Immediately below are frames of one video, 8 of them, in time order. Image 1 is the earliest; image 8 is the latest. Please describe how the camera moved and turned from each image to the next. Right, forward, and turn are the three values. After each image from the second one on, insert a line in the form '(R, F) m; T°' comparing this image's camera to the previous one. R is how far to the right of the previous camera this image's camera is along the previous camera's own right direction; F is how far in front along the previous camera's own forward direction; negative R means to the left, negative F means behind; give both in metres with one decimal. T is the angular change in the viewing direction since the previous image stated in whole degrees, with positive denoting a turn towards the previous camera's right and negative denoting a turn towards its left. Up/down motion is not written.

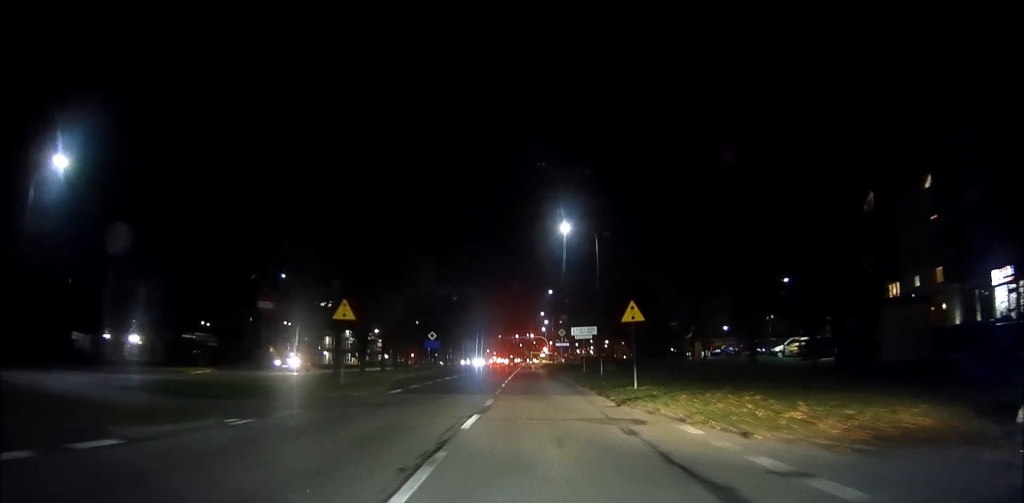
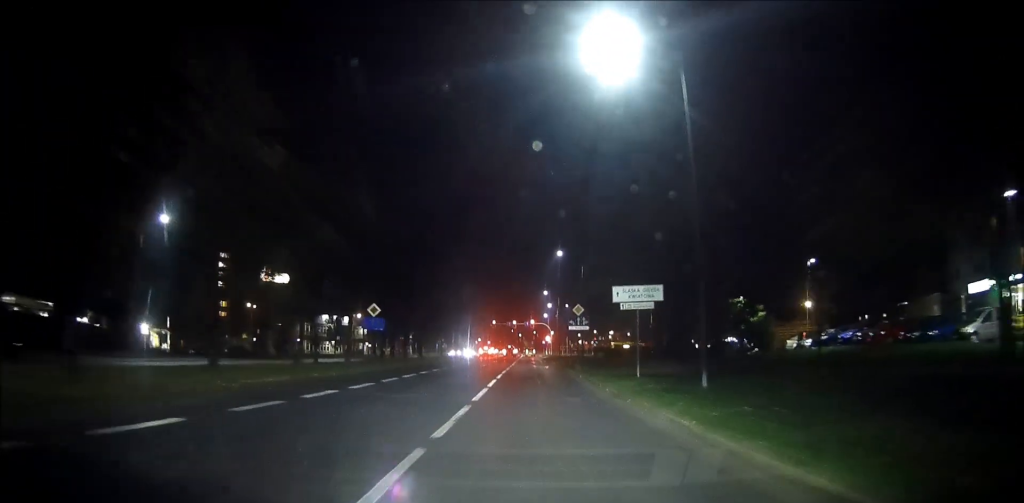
(+0.5, +20.9) m; +2°
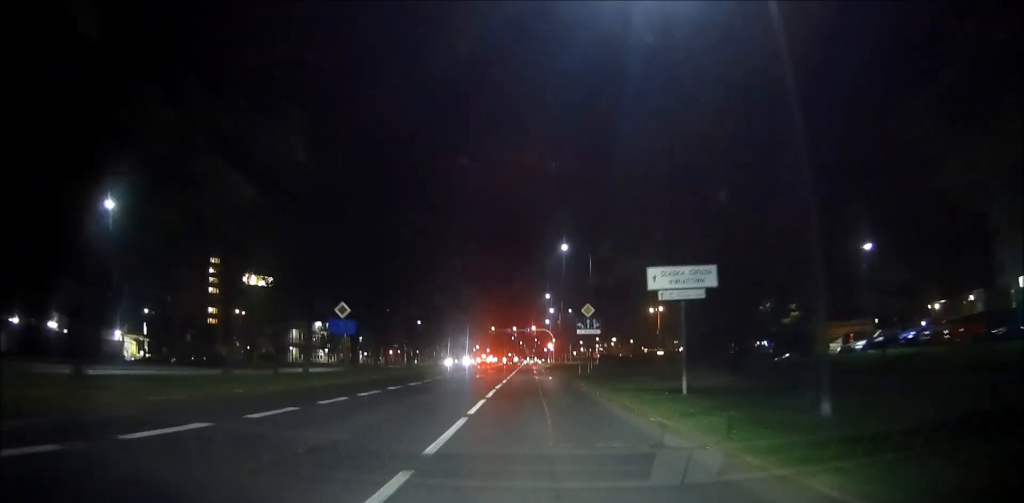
(0.0, +5.9) m; 0°
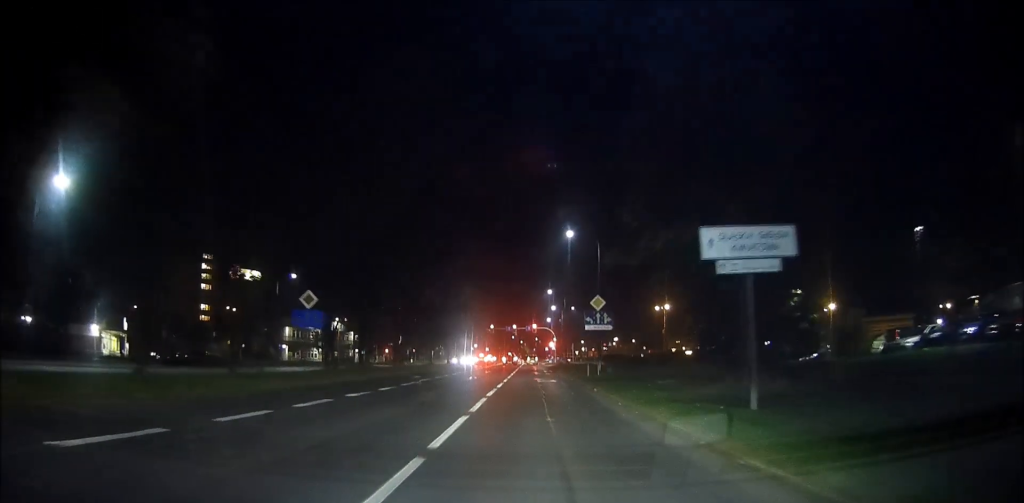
(0.0, +4.4) m; 0°
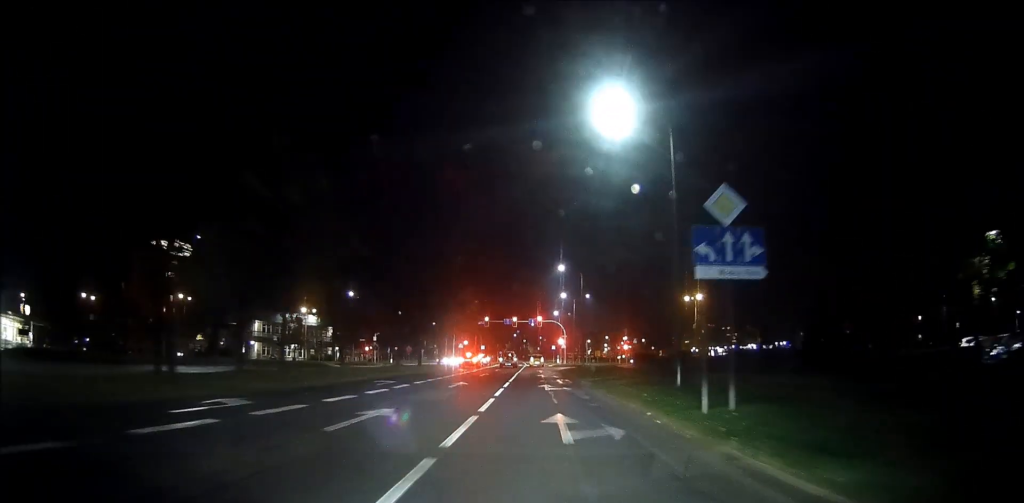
(0.0, +18.4) m; 0°
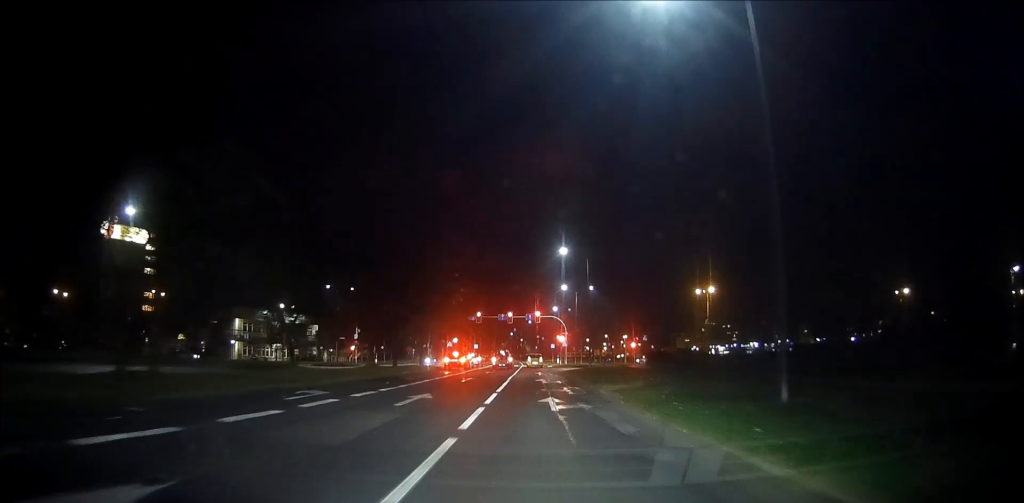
(0.0, +7.9) m; 0°
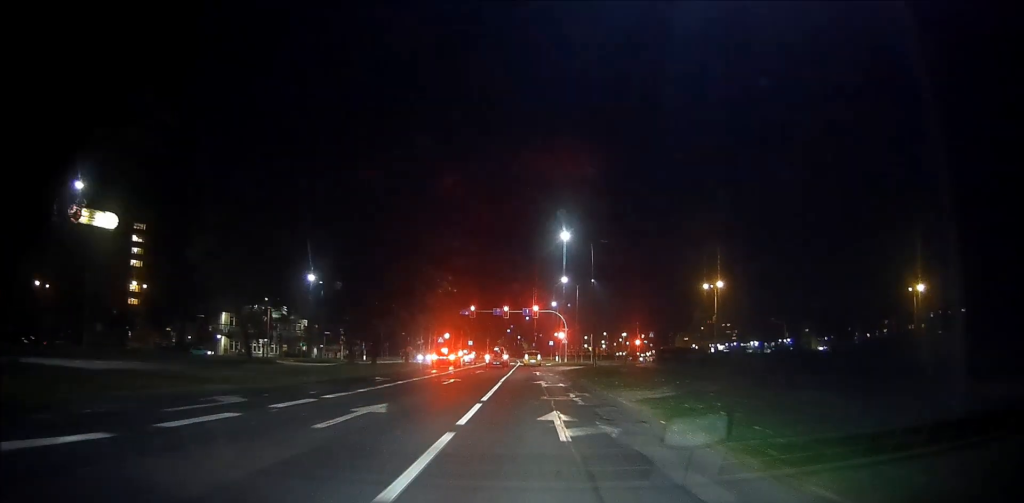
(0.0, +4.9) m; 0°
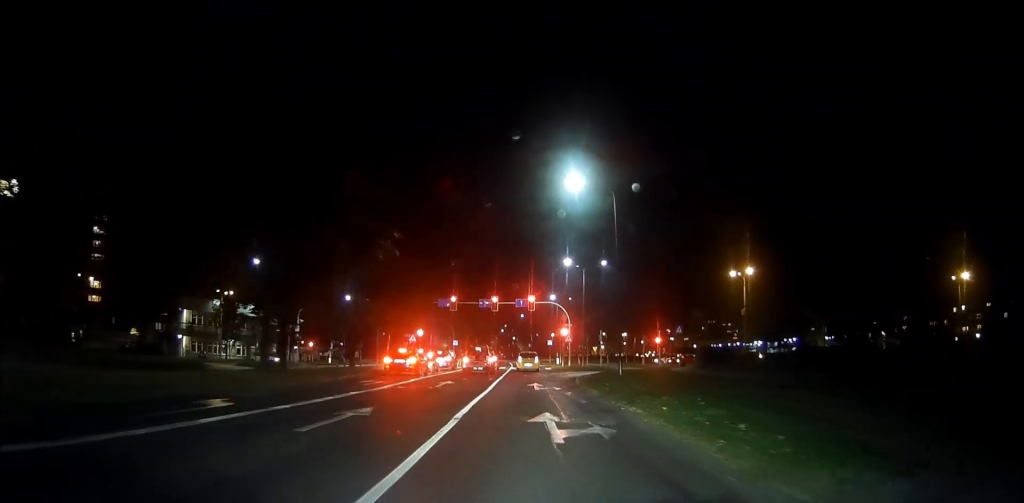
(0.0, +13.7) m; 0°
